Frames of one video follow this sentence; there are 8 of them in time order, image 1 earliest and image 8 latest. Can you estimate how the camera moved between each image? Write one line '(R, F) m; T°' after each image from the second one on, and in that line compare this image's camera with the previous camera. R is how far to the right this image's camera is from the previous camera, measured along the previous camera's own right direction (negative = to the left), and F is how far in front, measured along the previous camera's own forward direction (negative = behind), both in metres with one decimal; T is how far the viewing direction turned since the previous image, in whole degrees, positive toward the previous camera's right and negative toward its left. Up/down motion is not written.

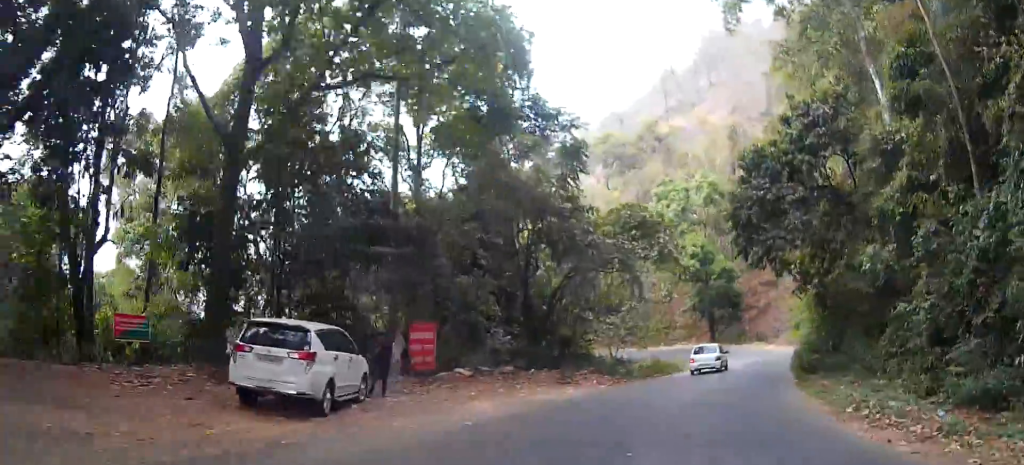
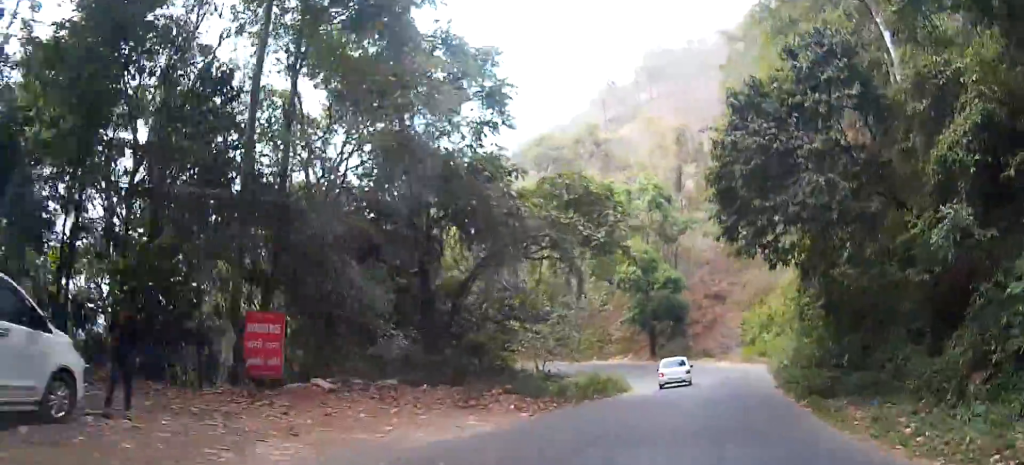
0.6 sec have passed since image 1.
(+0.1, +7.6) m; +3°
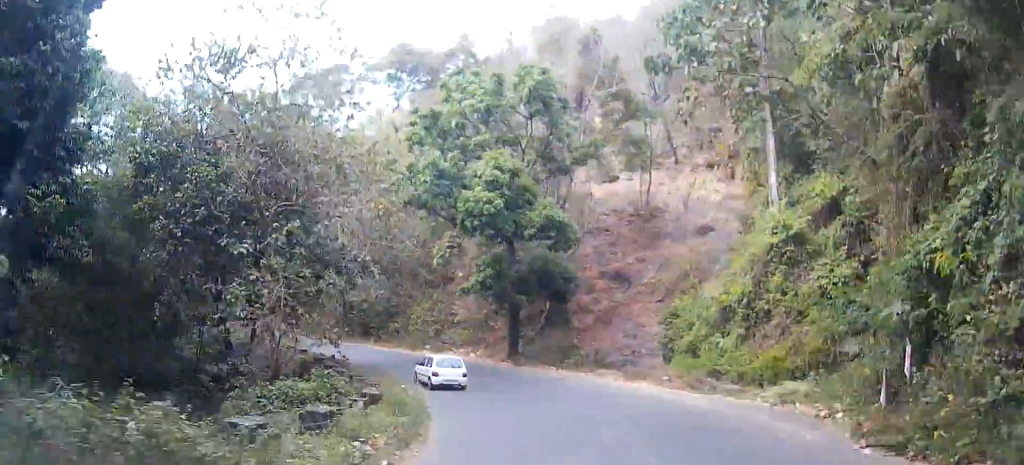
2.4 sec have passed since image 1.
(+1.2, +23.7) m; +1°
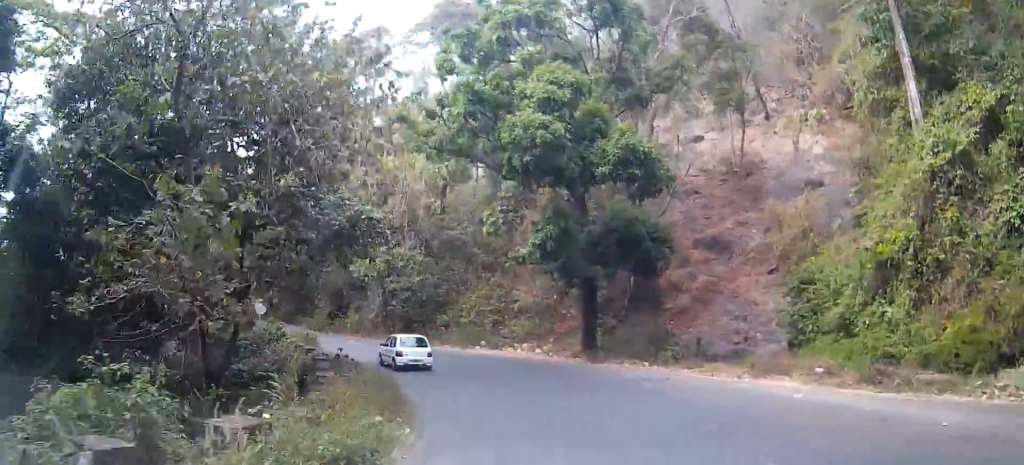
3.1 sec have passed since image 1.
(-0.2, +9.9) m; -5°
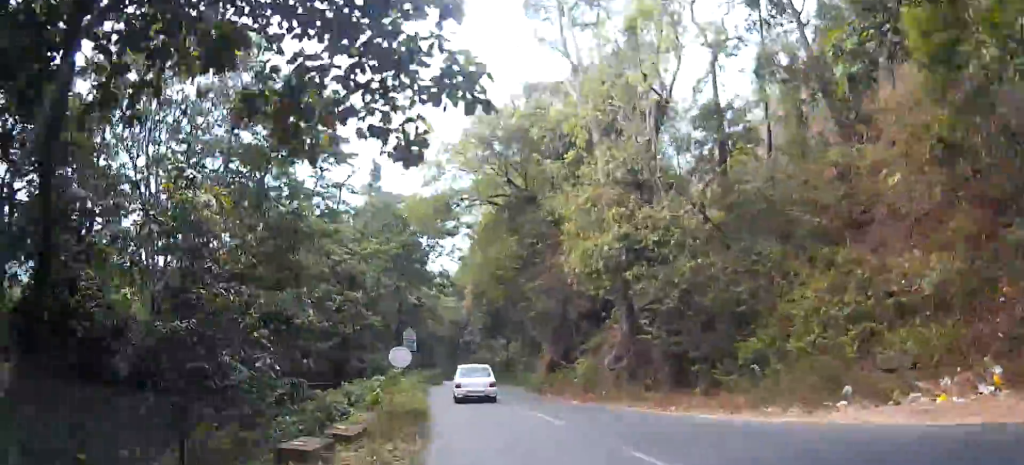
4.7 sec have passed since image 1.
(-2.4, +22.9) m; -10°
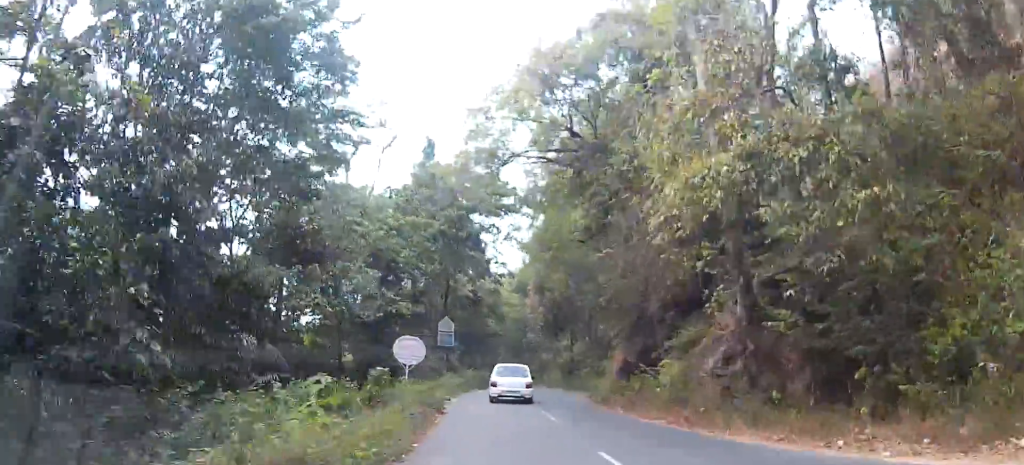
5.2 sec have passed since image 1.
(+0.1, +8.1) m; -3°
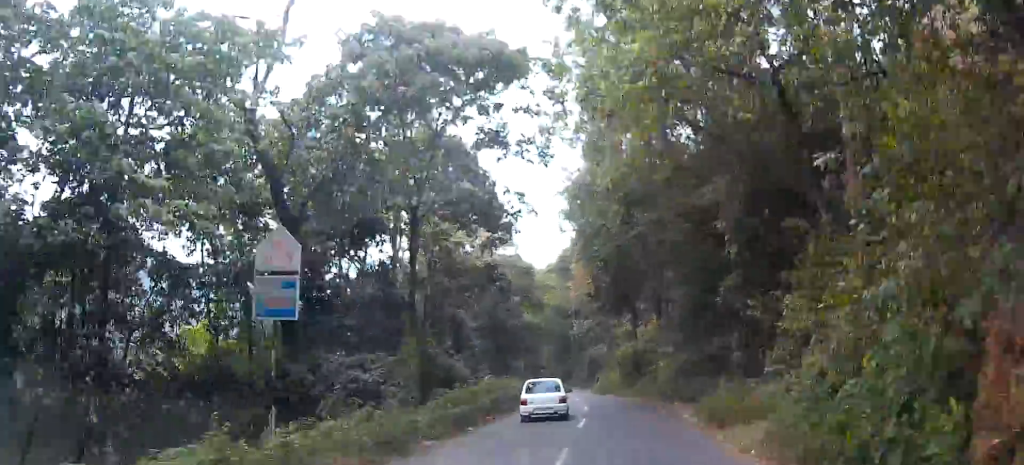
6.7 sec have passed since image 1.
(-1.8, +22.4) m; -6°
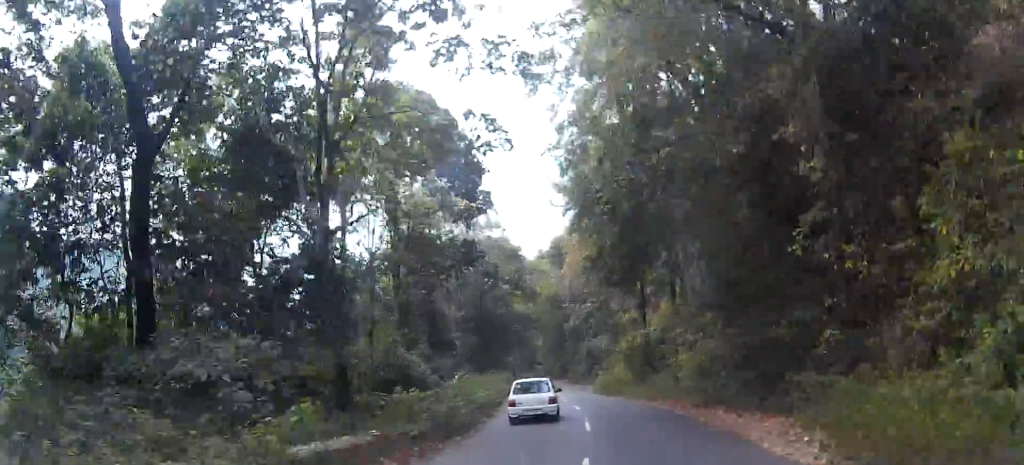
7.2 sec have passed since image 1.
(0.0, +9.2) m; 0°
